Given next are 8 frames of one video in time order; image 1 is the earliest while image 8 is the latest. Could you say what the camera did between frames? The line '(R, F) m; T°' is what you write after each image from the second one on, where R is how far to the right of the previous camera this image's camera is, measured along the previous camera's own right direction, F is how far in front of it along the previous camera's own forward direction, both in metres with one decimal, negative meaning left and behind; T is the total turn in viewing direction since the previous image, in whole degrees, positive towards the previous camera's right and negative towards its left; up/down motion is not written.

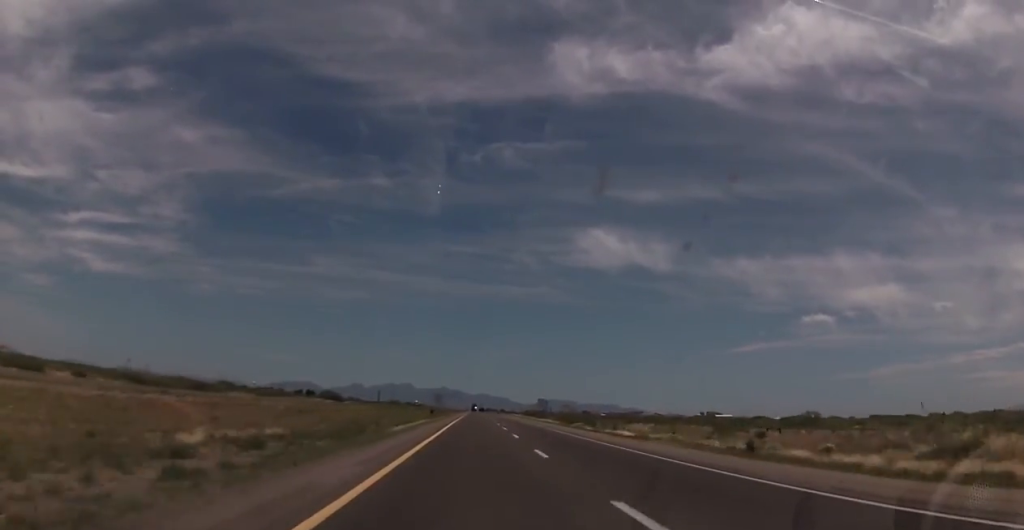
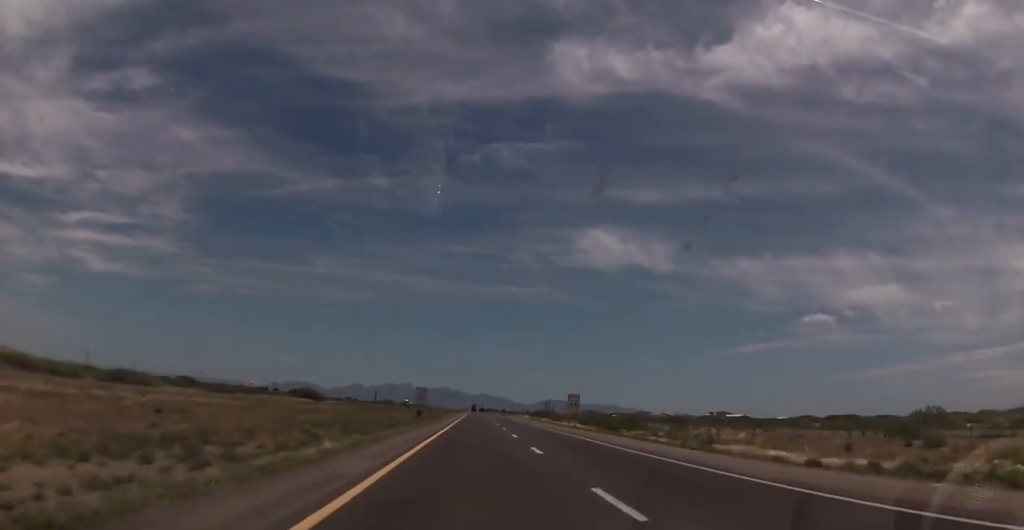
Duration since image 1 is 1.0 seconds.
(-0.4, +34.8) m; 0°
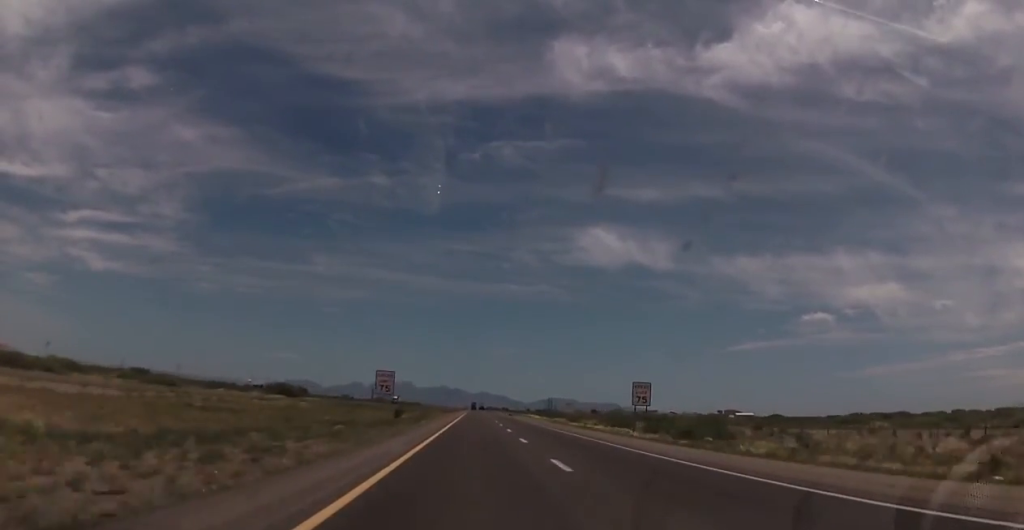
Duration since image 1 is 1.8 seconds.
(+0.1, +30.0) m; 0°
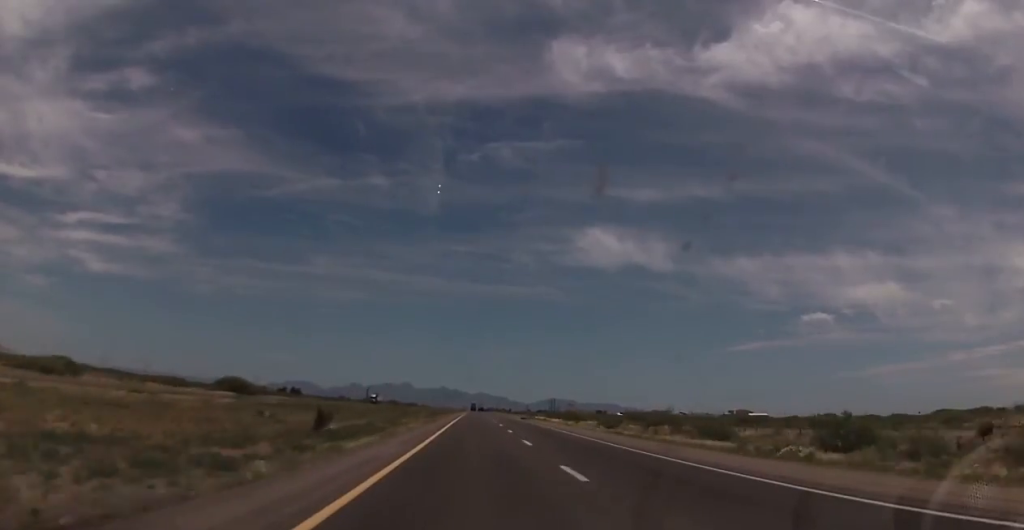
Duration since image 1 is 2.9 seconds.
(+0.3, +38.4) m; 0°
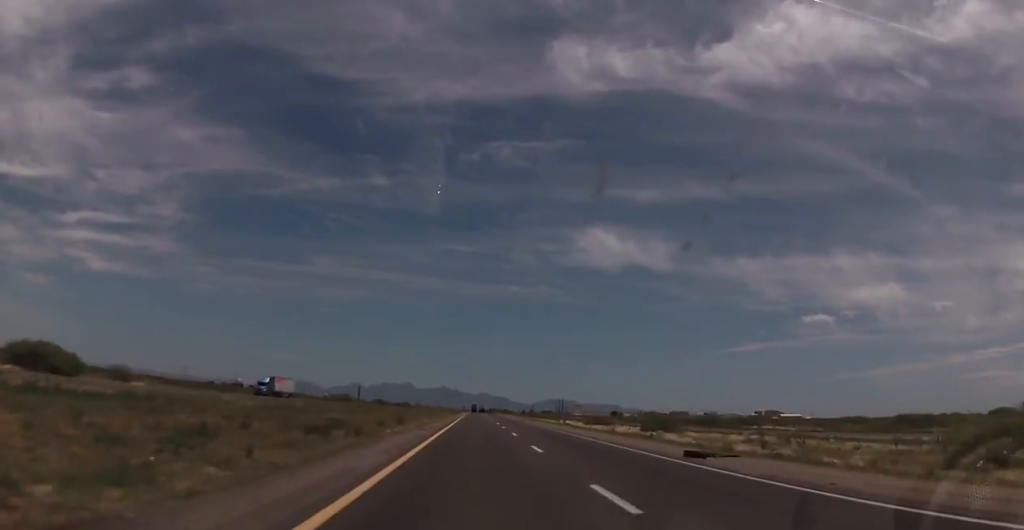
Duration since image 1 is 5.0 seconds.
(-0.3, +76.7) m; 0°
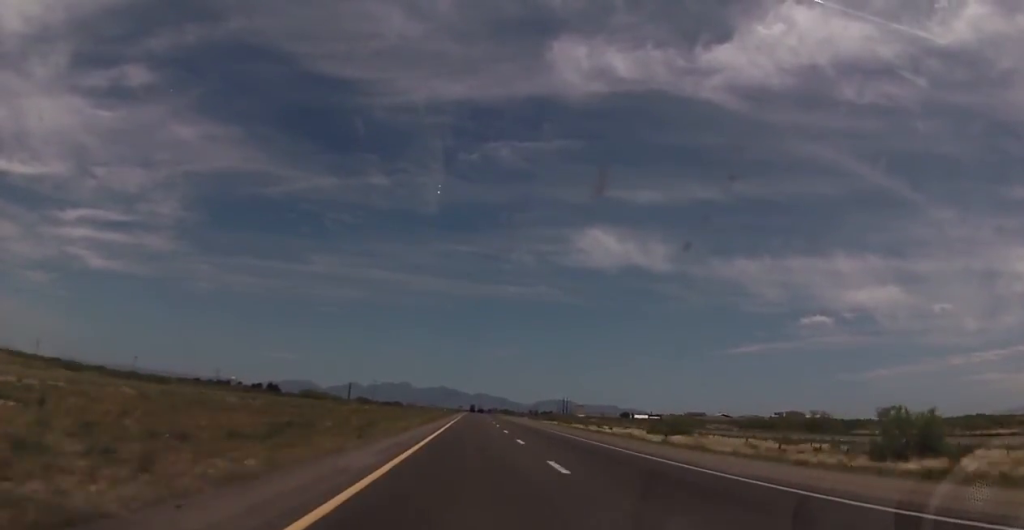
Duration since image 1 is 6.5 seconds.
(-0.1, +54.7) m; -1°
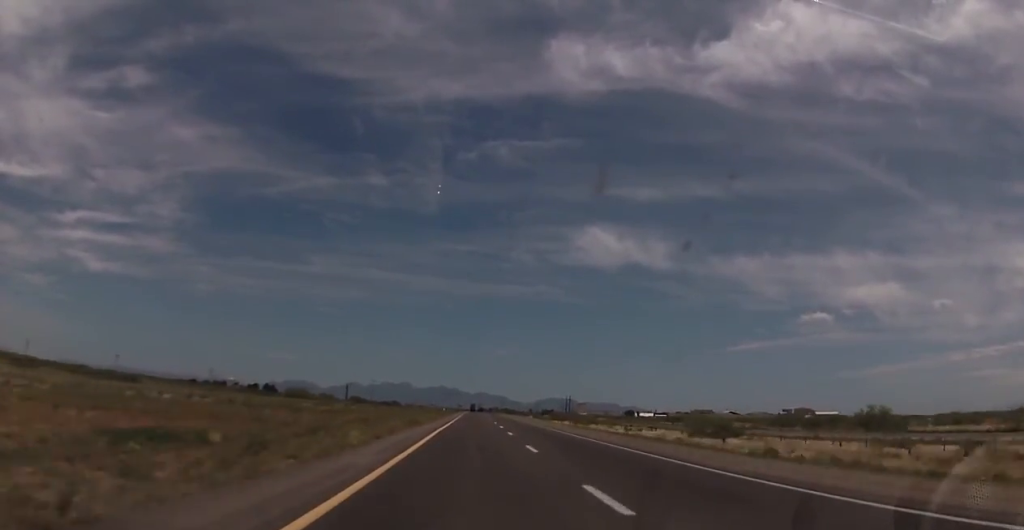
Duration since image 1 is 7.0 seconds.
(-0.2, +17.8) m; 0°
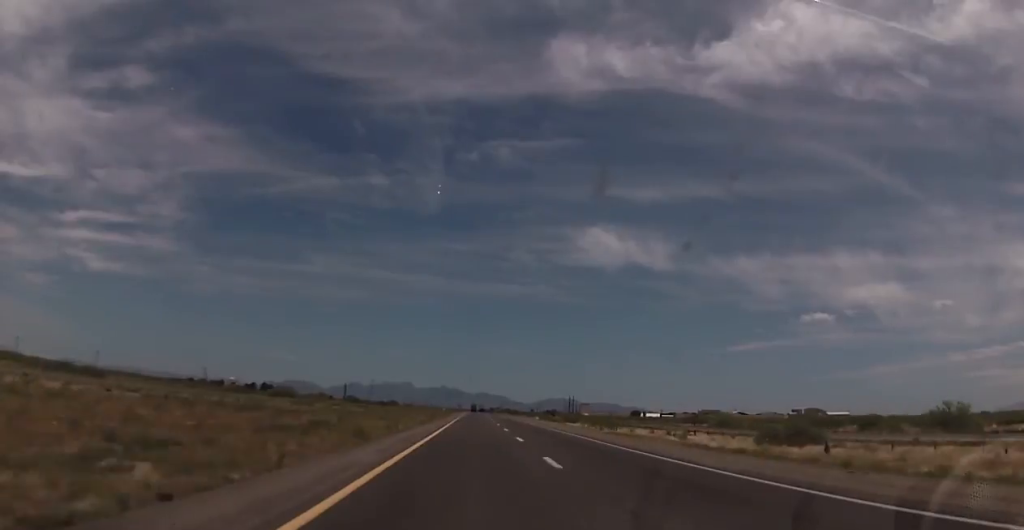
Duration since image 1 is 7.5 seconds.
(0.0, +17.8) m; 0°
